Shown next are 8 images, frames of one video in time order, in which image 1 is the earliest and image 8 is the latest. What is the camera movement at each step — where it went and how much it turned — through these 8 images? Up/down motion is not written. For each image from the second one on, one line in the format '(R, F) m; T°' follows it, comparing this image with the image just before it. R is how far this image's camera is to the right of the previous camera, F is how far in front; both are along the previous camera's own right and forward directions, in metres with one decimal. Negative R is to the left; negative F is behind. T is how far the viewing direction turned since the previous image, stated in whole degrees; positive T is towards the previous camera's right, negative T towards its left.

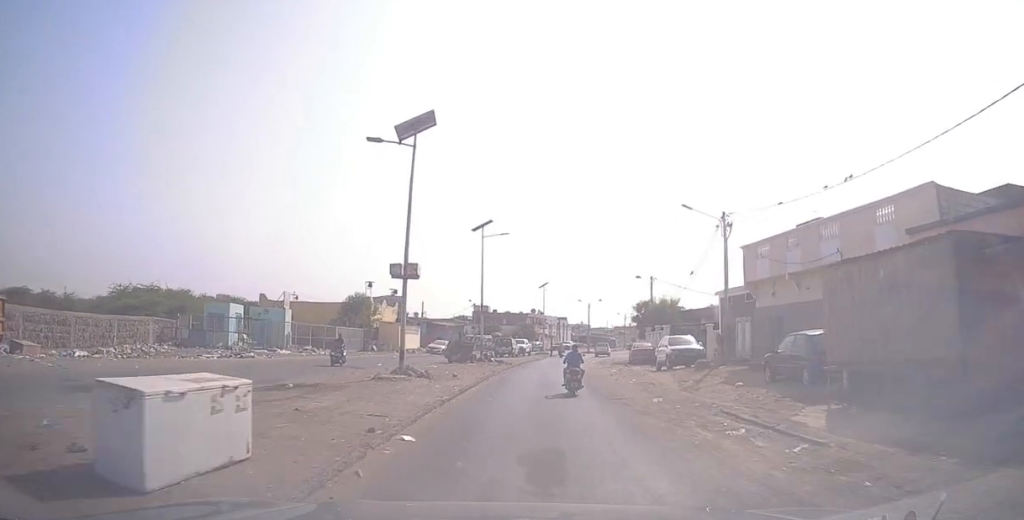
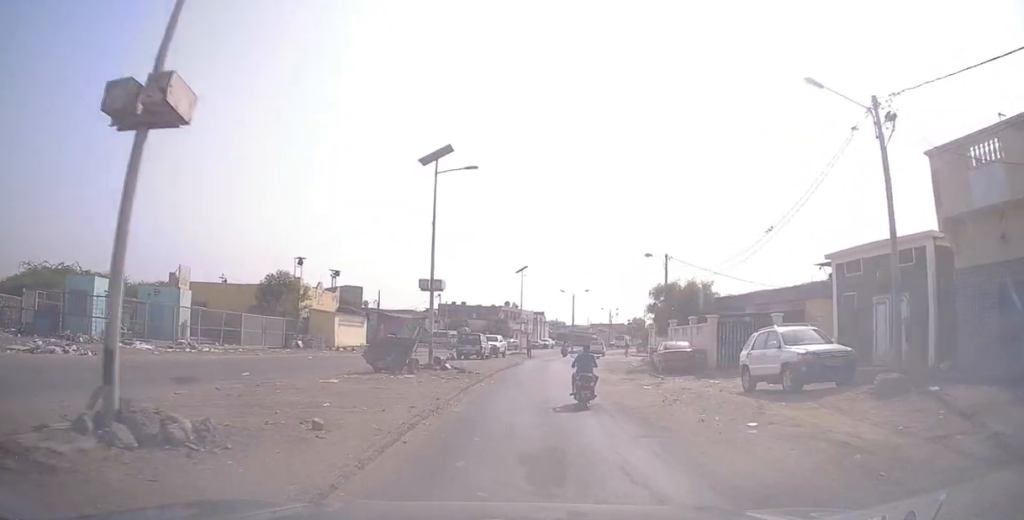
(+0.1, +14.1) m; +1°
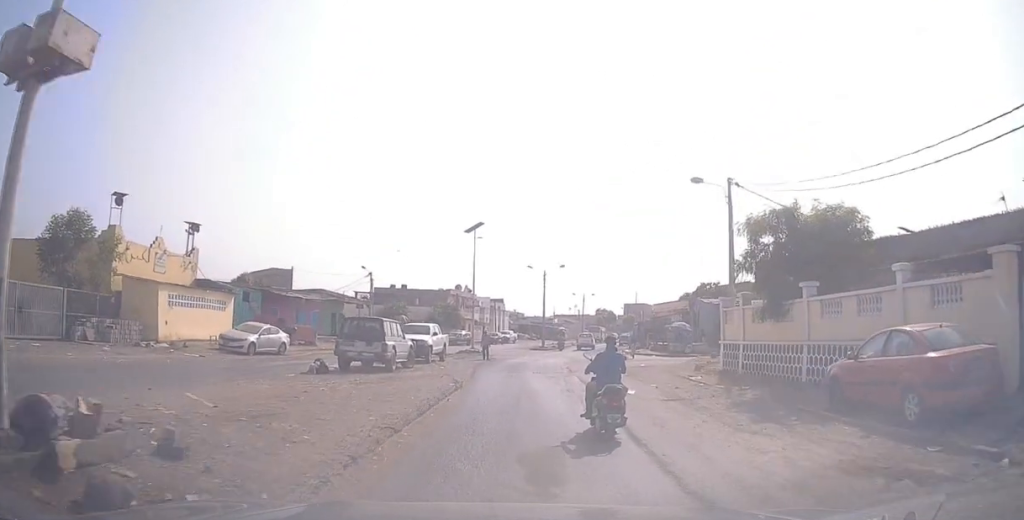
(+1.1, +20.0) m; +5°
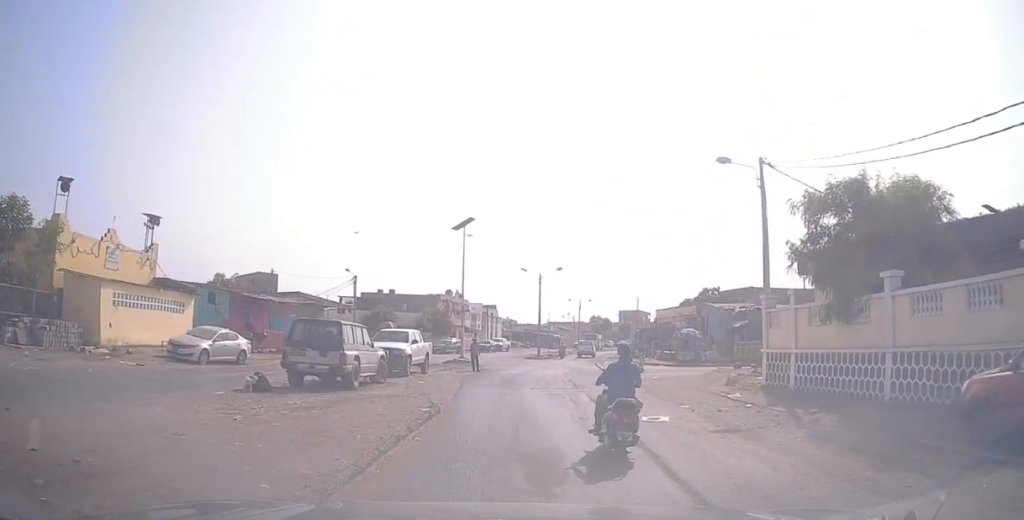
(0.0, +4.5) m; 0°
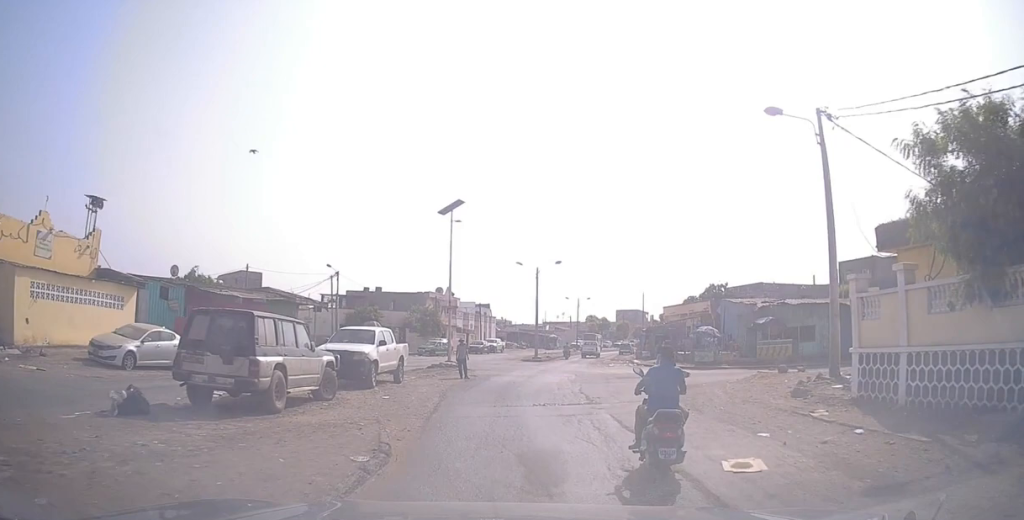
(0.0, +5.3) m; 0°
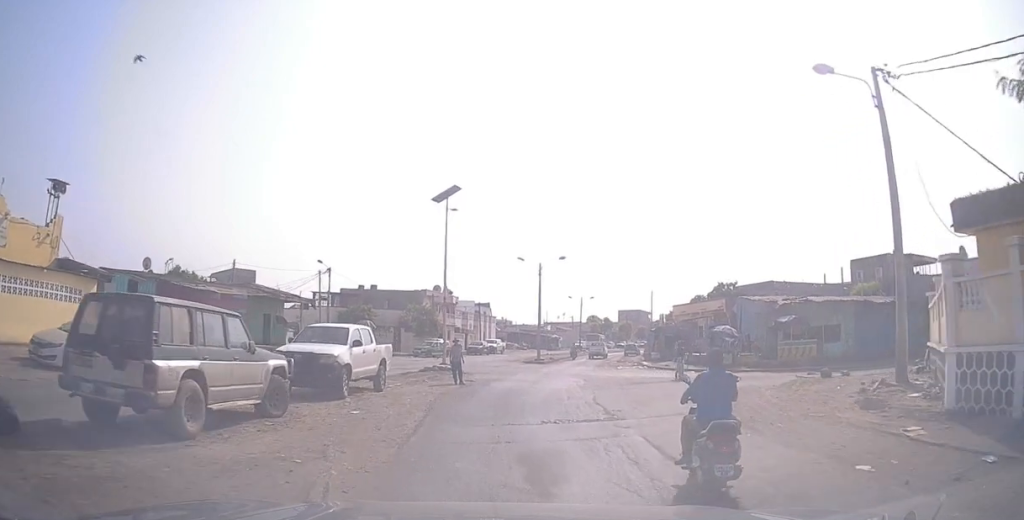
(0.0, +3.3) m; 0°
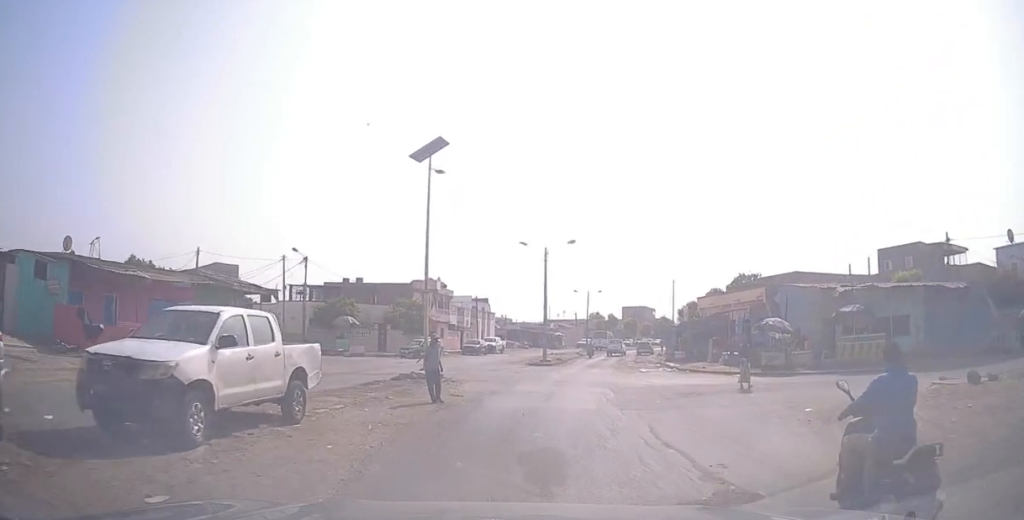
(0.0, +7.0) m; 0°
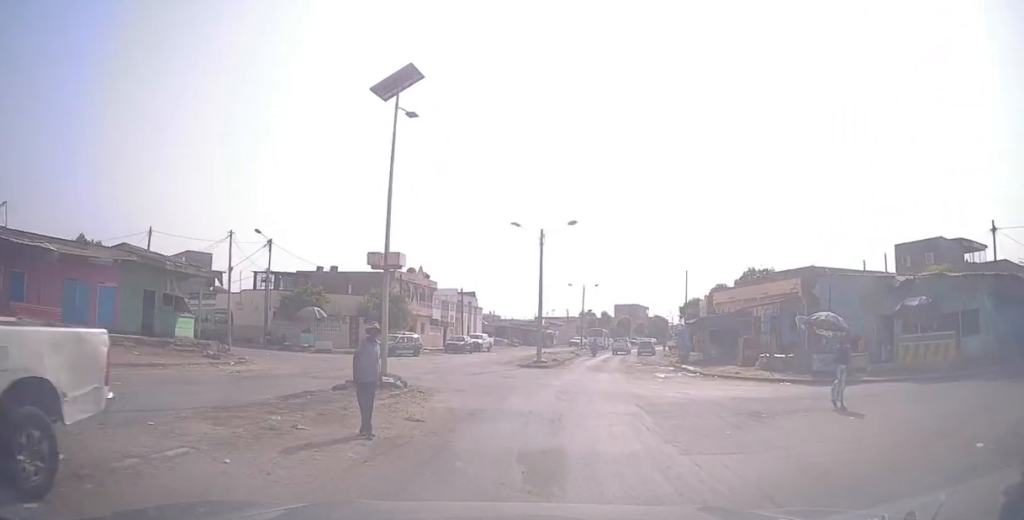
(0.0, +6.0) m; +3°
